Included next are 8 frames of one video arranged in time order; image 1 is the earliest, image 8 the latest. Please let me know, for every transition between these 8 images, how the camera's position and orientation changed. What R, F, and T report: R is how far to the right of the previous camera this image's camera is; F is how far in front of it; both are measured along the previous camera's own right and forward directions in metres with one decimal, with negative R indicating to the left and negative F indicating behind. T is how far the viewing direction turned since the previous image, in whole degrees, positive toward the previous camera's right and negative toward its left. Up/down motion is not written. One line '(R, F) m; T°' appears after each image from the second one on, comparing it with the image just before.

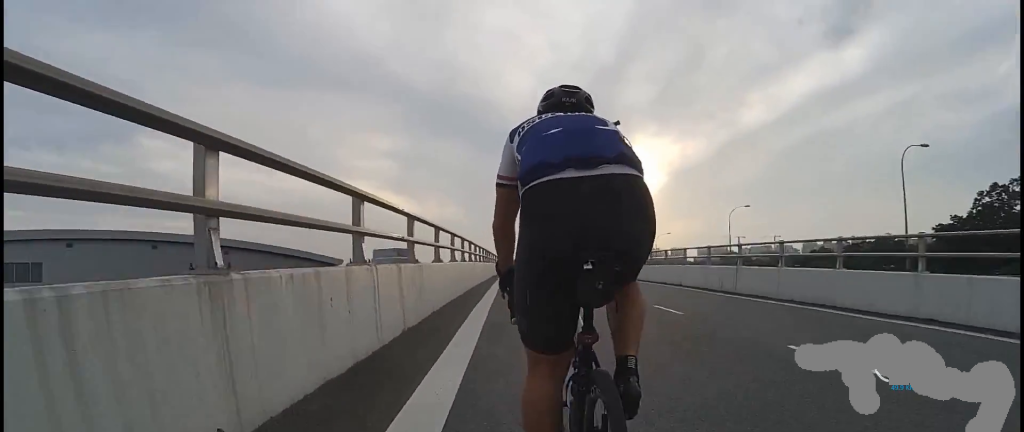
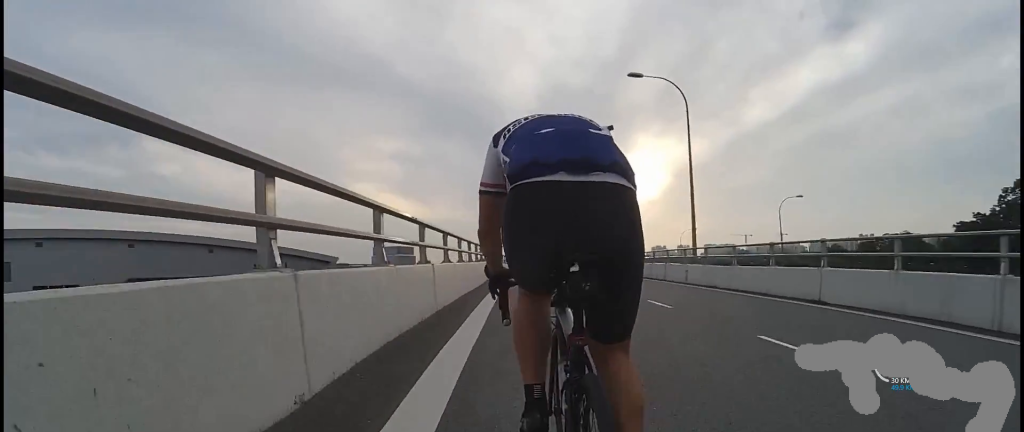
(-0.7, +11.3) m; -4°
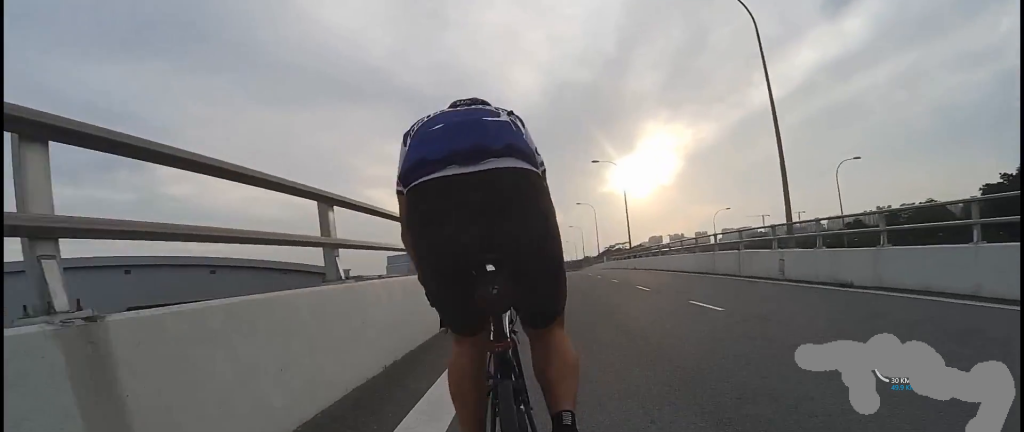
(0.0, +8.1) m; 0°
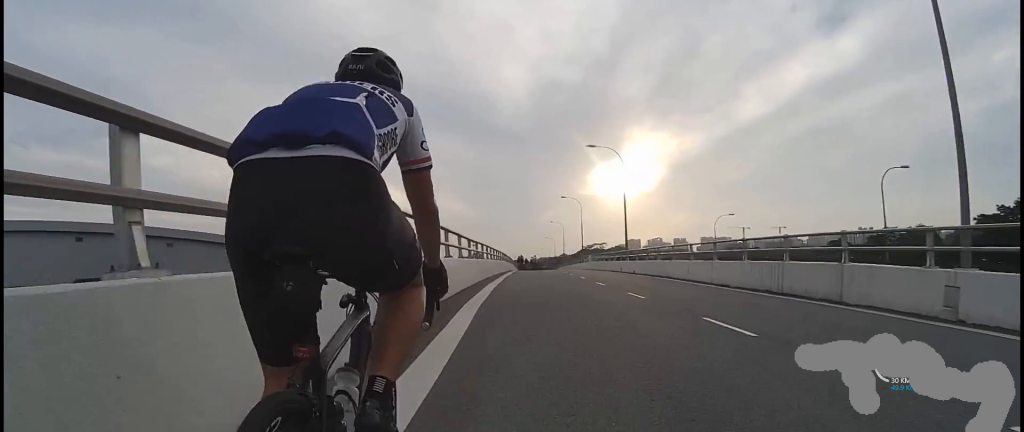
(0.0, +8.1) m; 0°
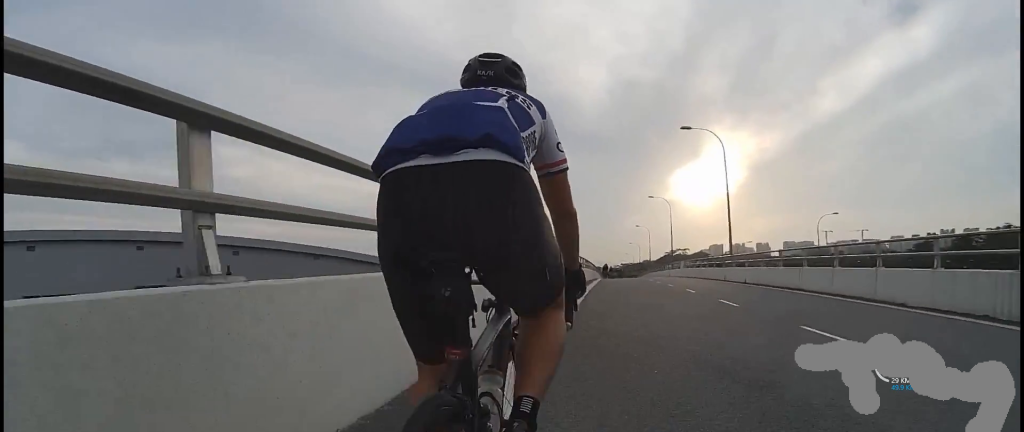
(0.0, +6.4) m; 0°
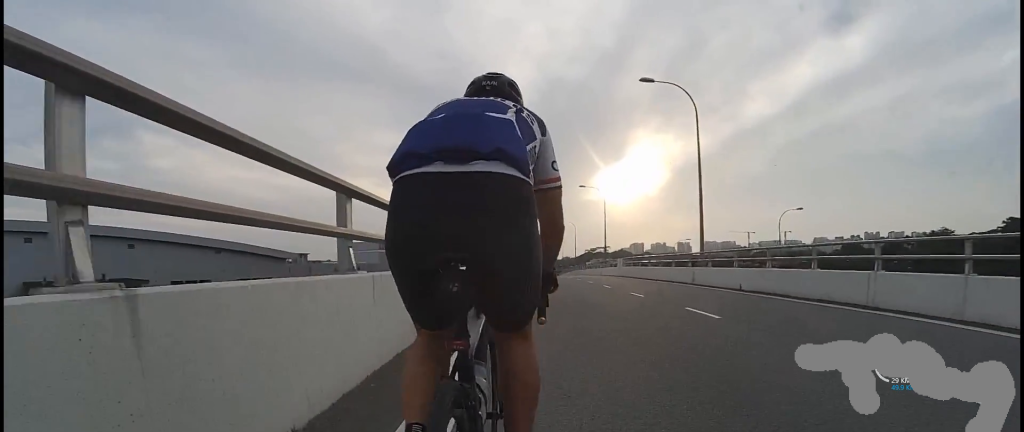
(0.0, +9.6) m; 0°
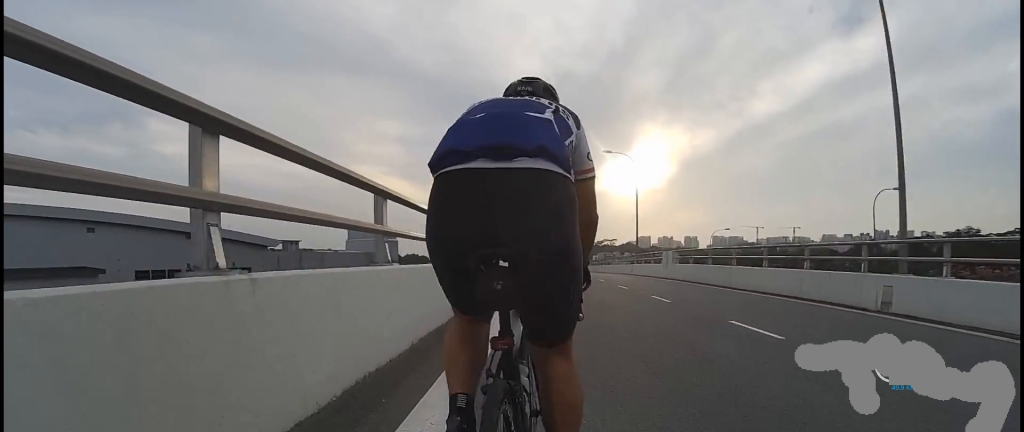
(0.0, +13.8) m; 0°
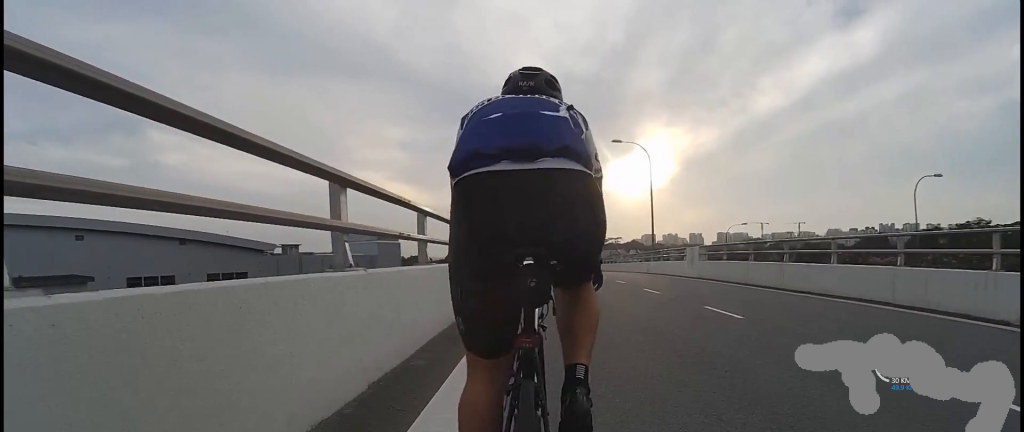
(0.0, +4.3) m; 0°
